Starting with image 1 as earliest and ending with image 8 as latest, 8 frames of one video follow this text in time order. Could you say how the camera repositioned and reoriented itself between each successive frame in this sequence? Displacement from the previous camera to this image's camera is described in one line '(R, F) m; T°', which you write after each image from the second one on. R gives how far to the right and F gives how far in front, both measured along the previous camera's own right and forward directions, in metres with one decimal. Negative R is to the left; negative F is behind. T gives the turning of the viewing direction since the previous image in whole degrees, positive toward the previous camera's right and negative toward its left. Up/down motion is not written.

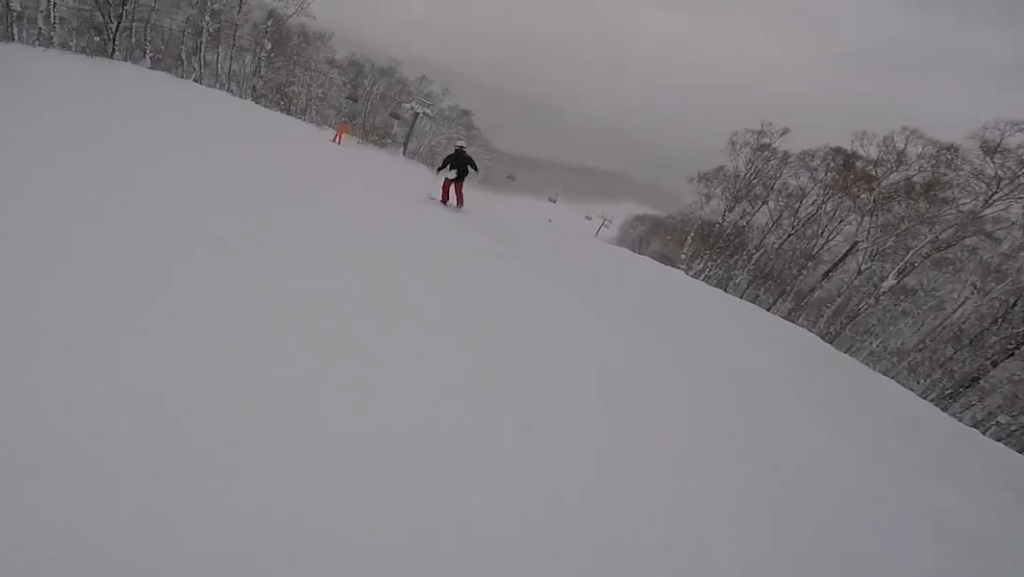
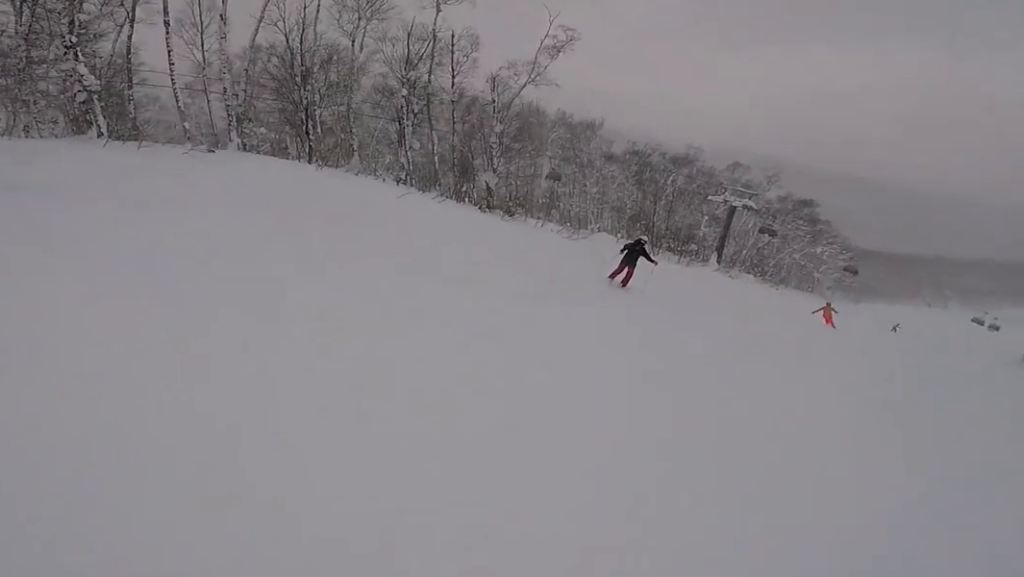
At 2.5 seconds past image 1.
(-5.6, +12.0) m; -23°
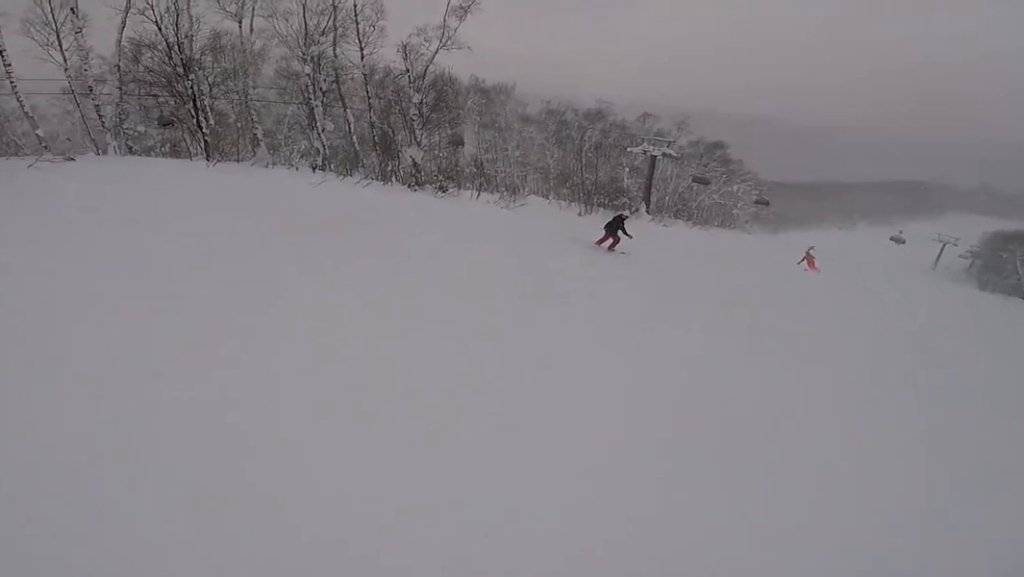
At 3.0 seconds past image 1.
(+0.7, +2.8) m; +16°
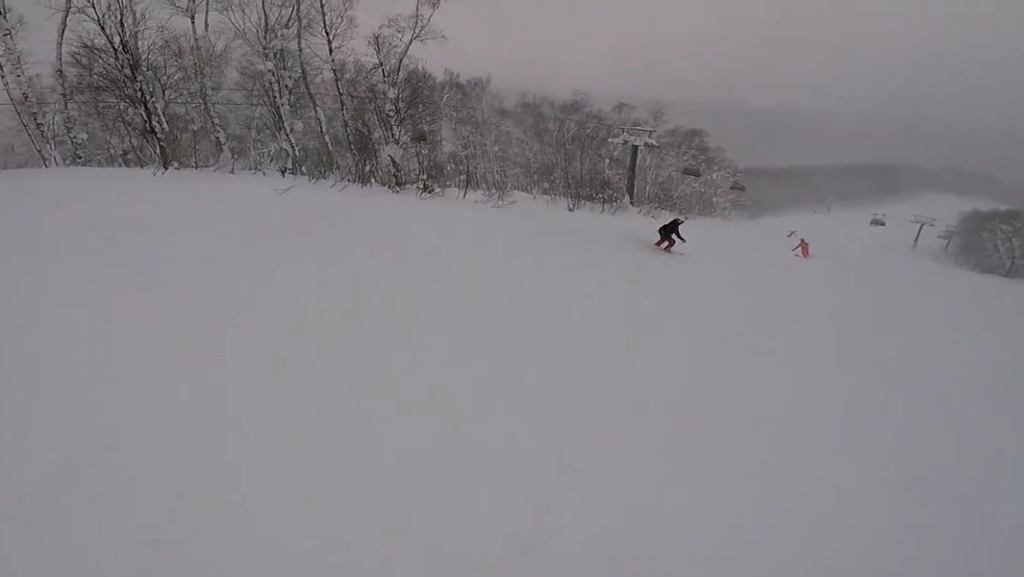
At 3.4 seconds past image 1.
(0.0, +2.2) m; +13°
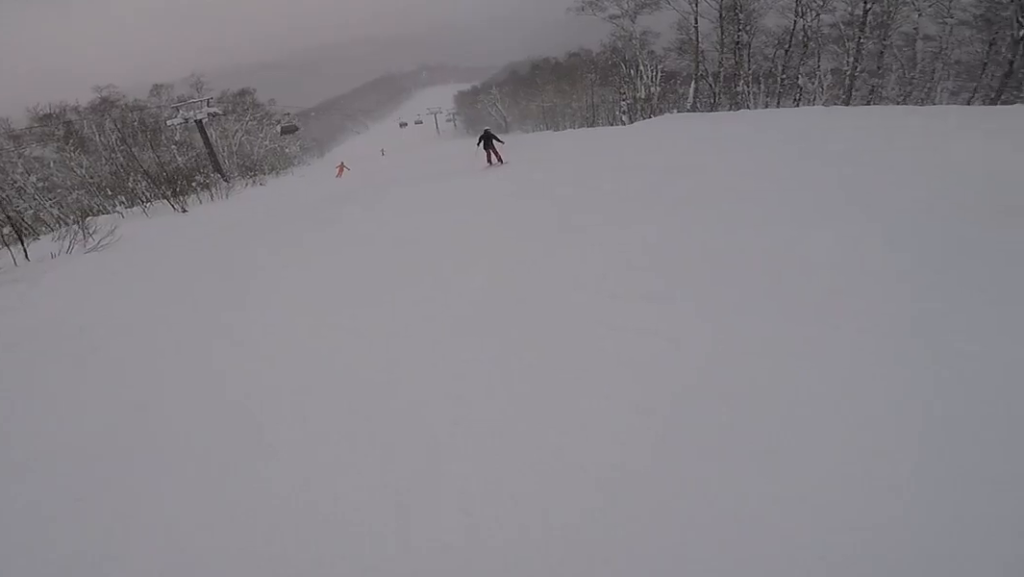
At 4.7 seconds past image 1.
(+2.3, +6.0) m; +31°
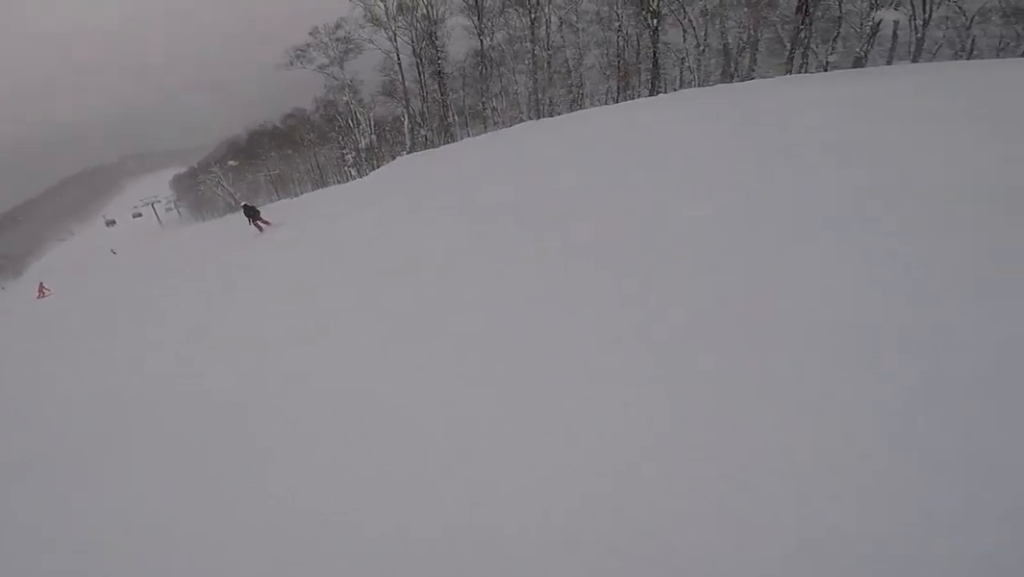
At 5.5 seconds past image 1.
(+0.7, +4.0) m; +1°
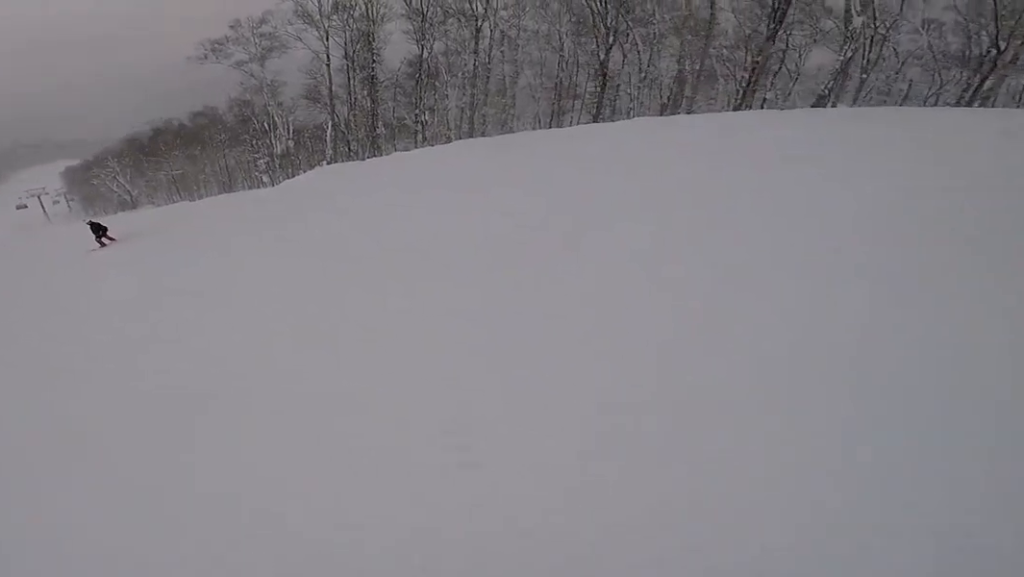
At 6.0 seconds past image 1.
(-0.4, +3.1) m; -11°
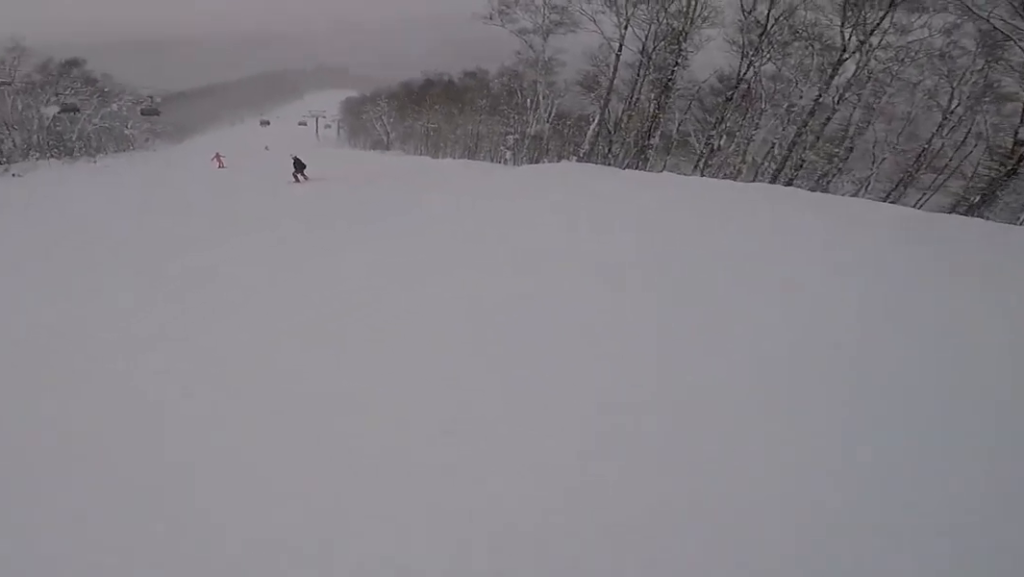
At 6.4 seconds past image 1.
(+0.1, +2.5) m; -9°
